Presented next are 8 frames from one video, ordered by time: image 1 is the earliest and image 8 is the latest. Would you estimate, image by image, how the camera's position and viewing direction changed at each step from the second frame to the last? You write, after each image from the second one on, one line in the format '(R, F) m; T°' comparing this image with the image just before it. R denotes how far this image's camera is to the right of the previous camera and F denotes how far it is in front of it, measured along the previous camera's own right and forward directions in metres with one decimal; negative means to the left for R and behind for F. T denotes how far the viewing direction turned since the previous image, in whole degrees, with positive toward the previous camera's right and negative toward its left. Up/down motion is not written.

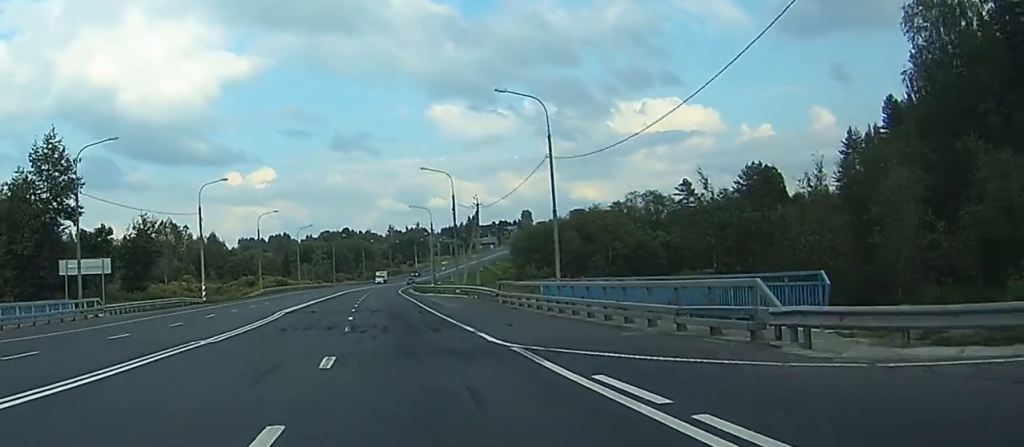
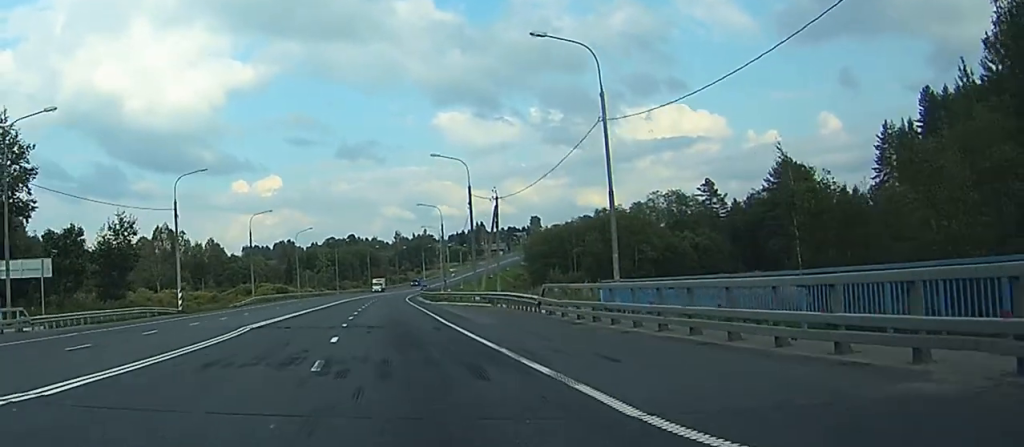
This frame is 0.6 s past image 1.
(-0.1, +11.6) m; 0°
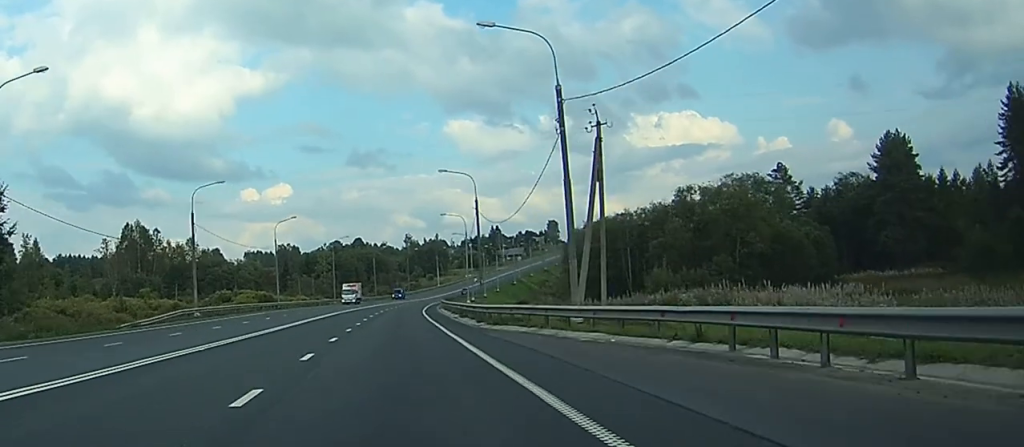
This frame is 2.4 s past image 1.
(-0.3, +35.5) m; -1°
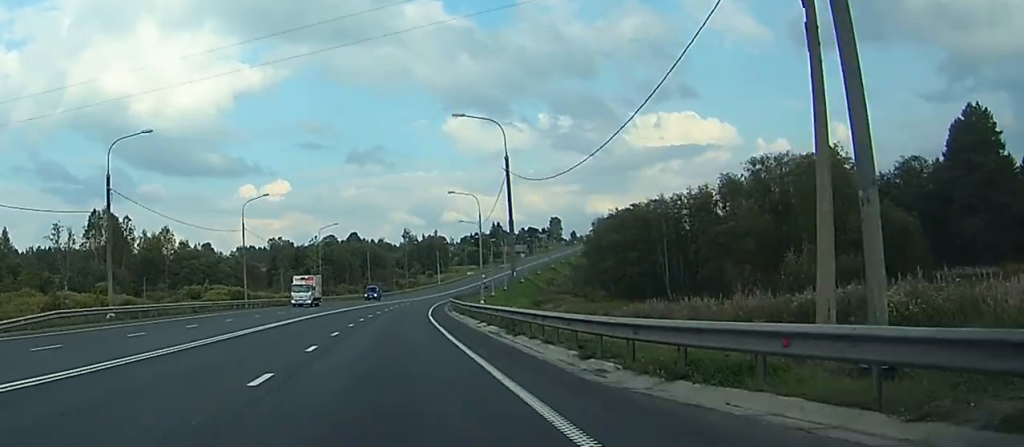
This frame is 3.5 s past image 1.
(0.0, +21.4) m; 0°
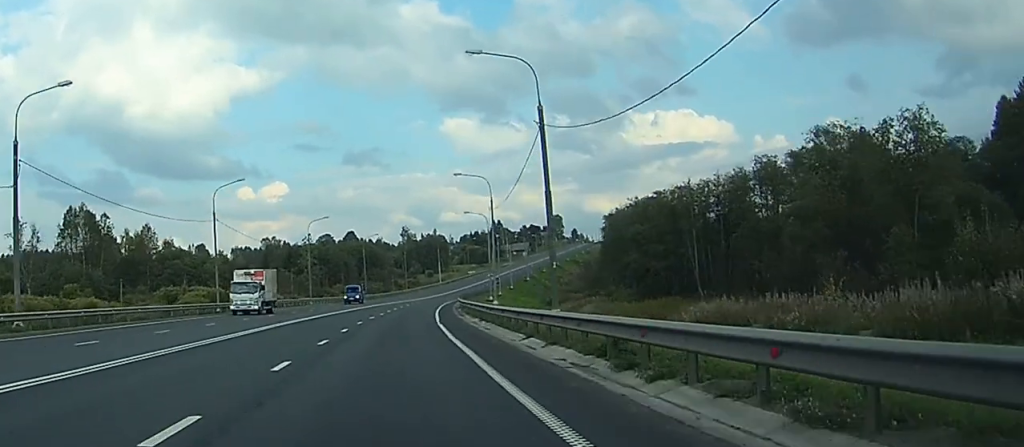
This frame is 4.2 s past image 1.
(0.0, +13.0) m; 0°
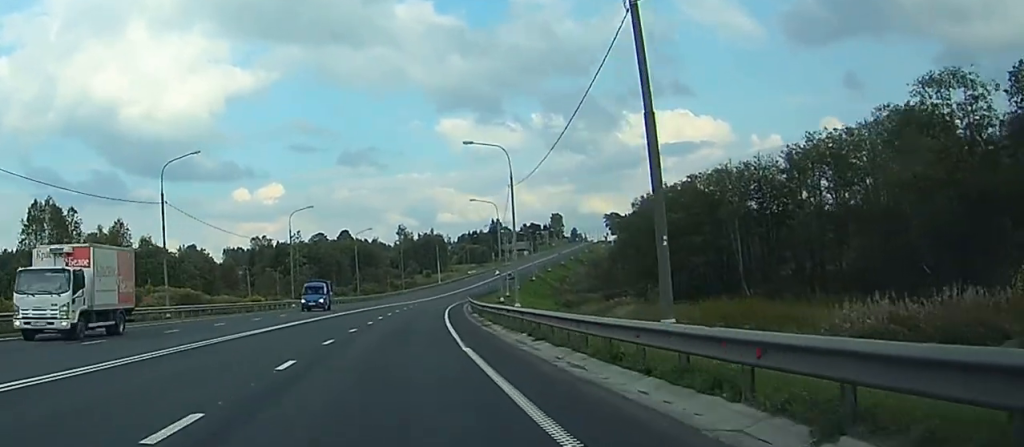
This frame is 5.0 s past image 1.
(+0.1, +15.7) m; 0°
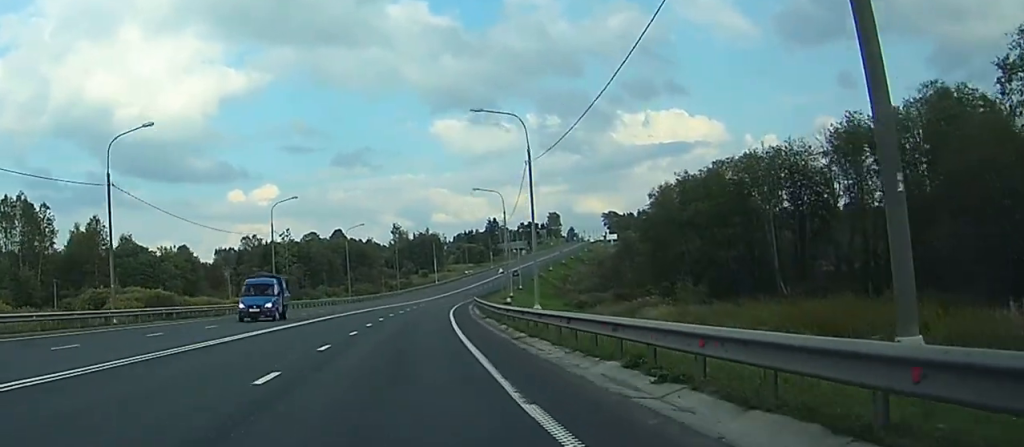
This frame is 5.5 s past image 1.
(0.0, +10.5) m; 0°
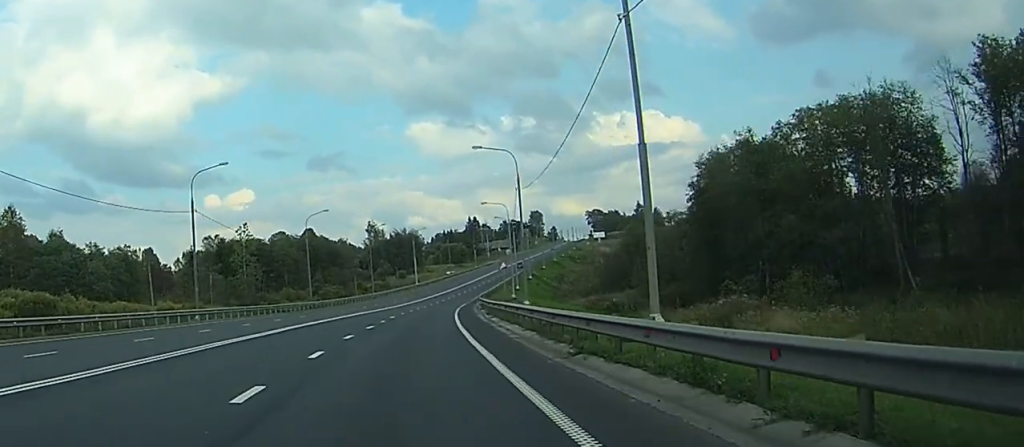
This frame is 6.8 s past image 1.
(0.0, +25.5) m; 0°
